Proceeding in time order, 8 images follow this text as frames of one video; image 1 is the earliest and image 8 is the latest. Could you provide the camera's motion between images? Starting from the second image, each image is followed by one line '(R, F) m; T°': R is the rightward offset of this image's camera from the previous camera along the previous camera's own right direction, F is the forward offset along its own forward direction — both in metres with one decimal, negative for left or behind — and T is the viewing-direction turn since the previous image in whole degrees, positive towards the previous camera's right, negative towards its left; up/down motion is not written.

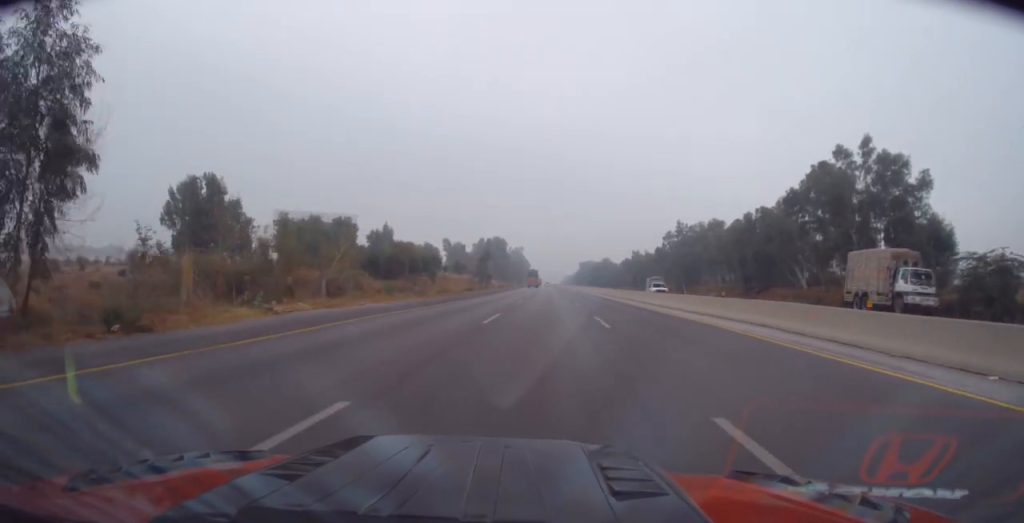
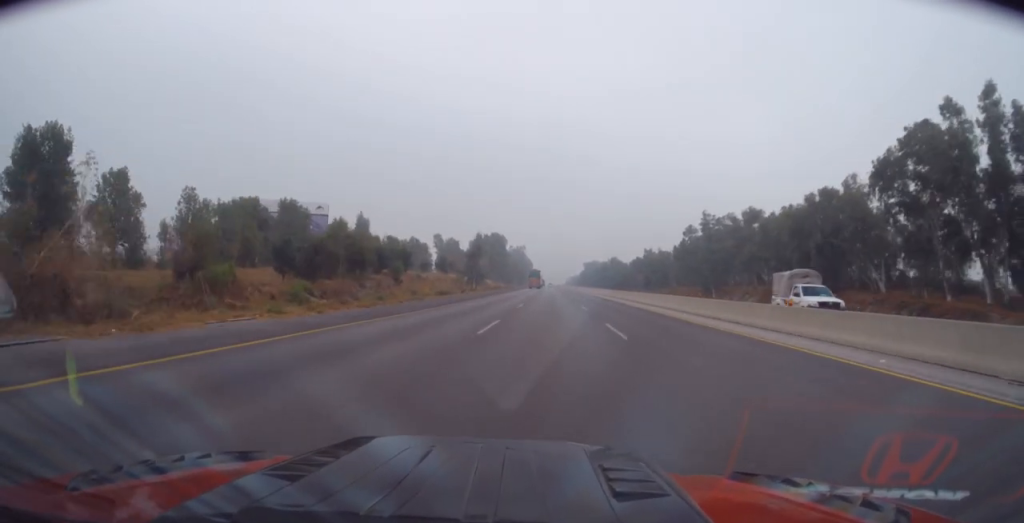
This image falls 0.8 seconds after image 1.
(+0.2, +20.3) m; 0°
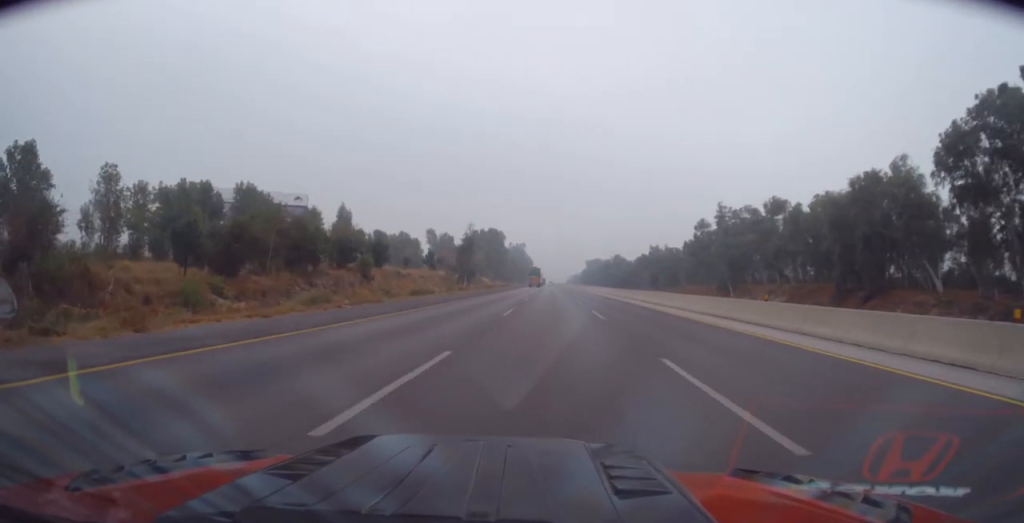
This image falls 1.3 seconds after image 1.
(+0.3, +10.6) m; -1°
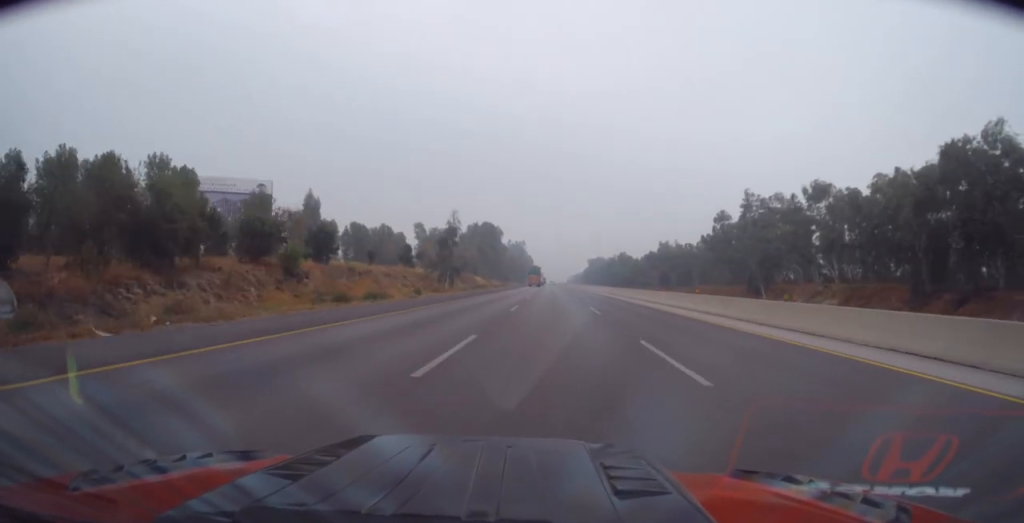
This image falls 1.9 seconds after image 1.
(-0.5, +14.8) m; -1°
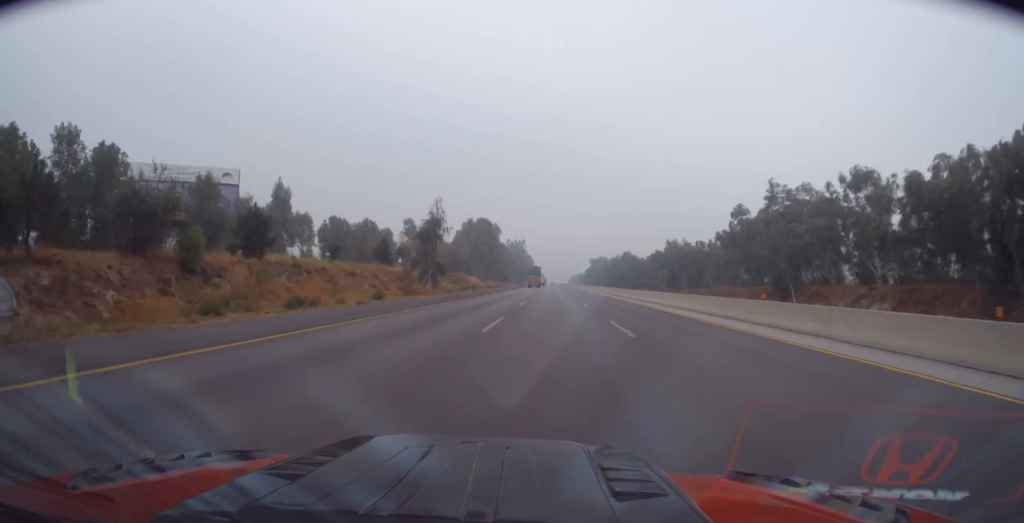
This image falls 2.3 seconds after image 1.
(-0.3, +10.7) m; 0°
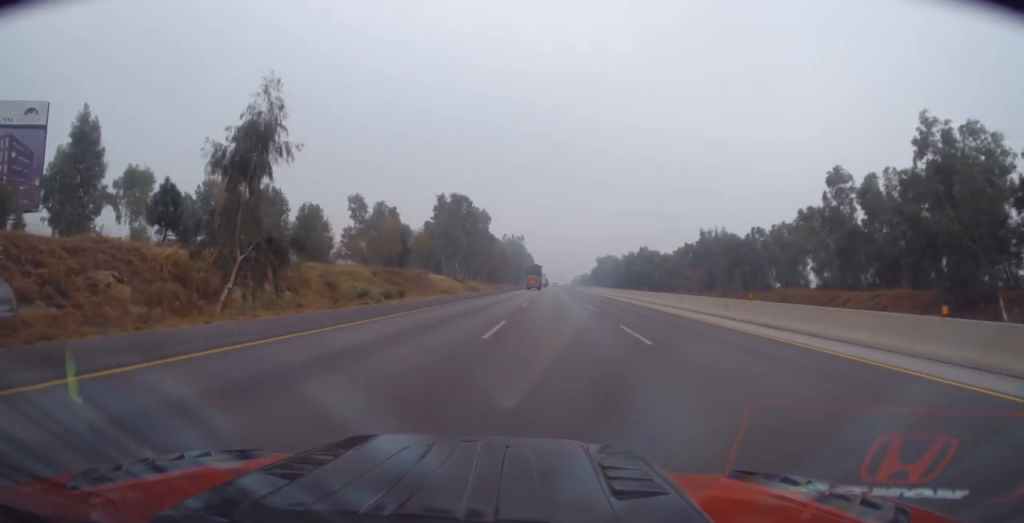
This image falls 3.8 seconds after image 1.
(+1.1, +37.3) m; +2°
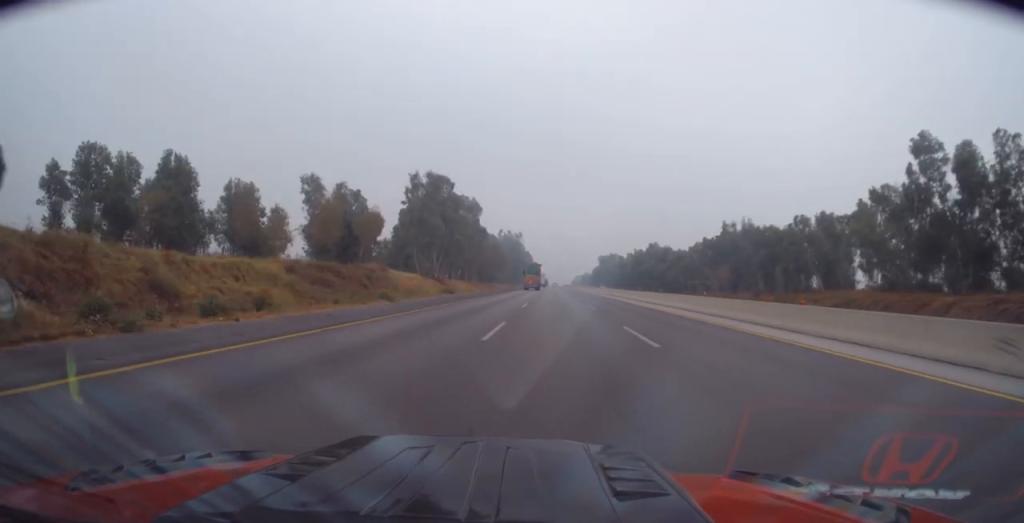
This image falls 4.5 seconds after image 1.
(+0.1, +18.3) m; -1°
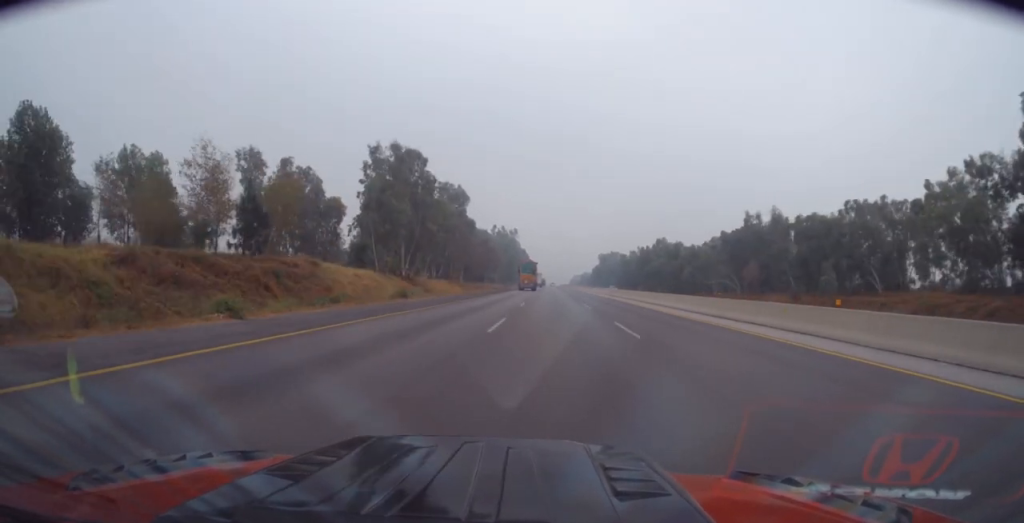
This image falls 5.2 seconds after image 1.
(-0.5, +15.9) m; -1°
